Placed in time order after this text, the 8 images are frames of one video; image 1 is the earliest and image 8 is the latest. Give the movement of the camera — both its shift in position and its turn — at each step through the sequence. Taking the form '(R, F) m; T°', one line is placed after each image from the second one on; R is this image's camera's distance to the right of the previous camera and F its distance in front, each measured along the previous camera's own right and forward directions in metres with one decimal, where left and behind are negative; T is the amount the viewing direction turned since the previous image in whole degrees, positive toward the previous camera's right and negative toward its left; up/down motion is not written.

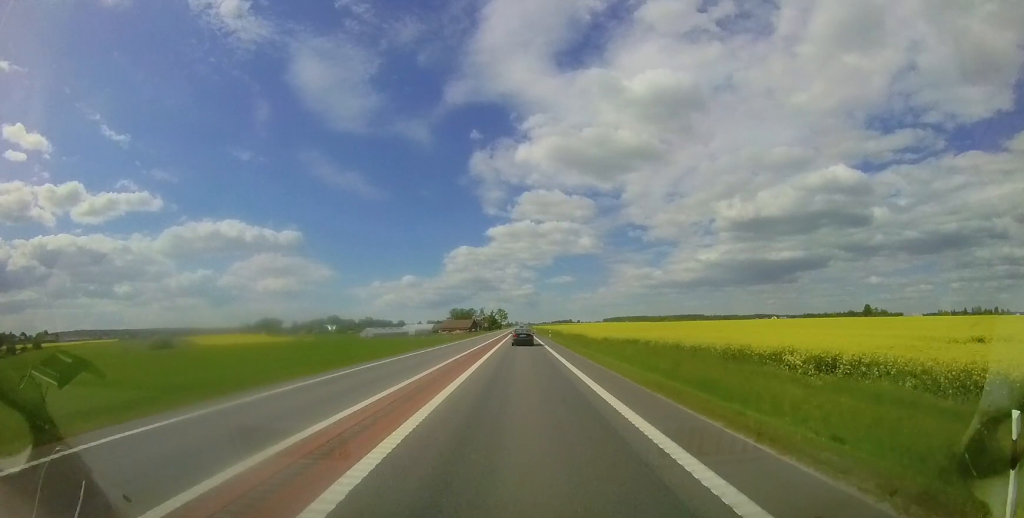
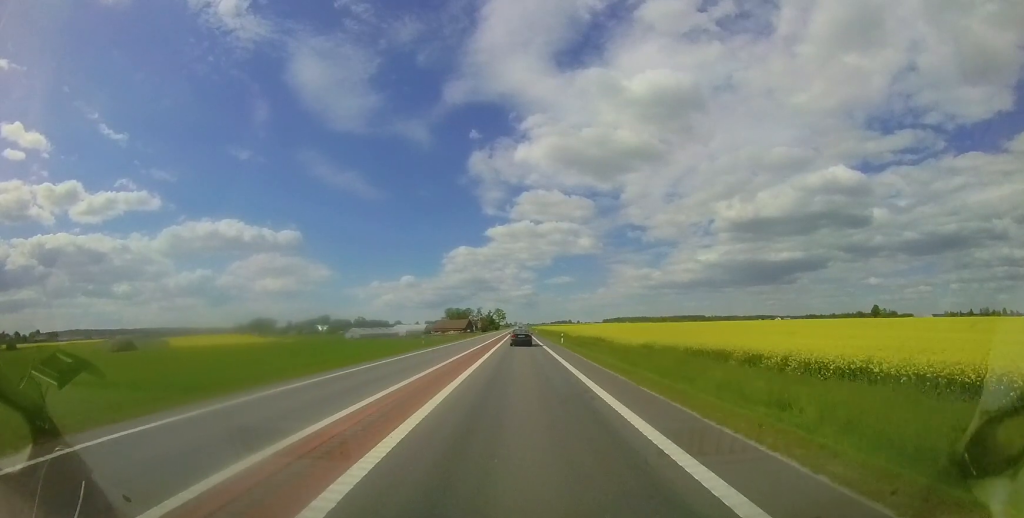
(0.0, +16.0) m; 0°
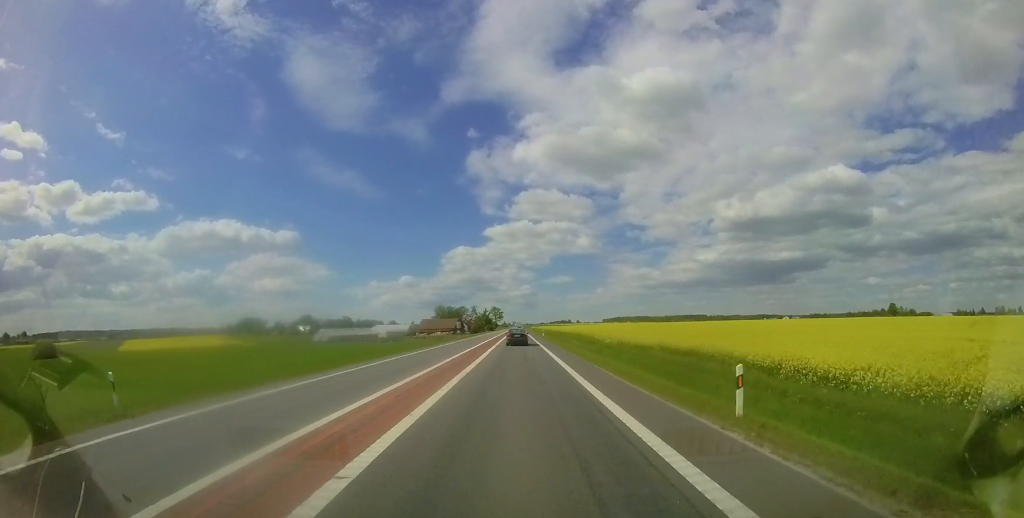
(0.0, +29.0) m; +1°
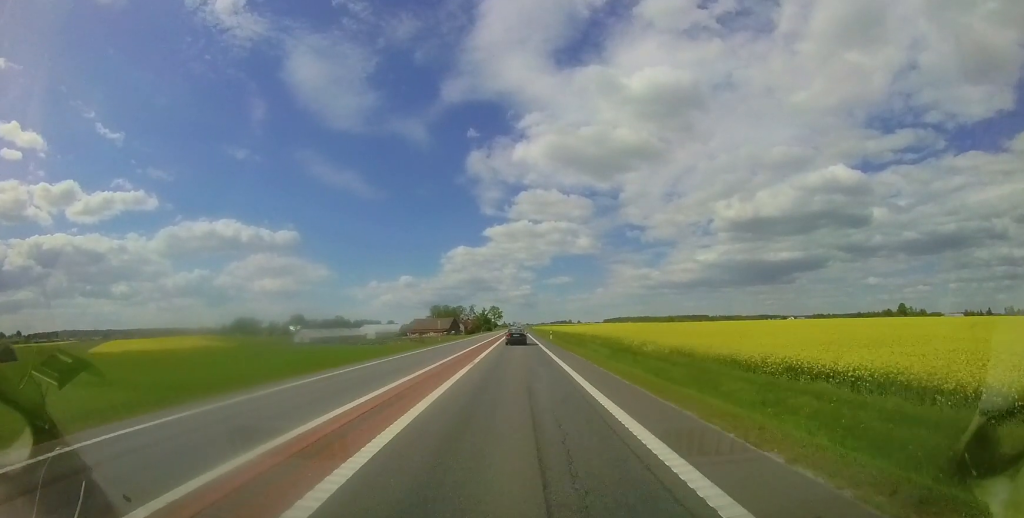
(+0.1, +14.0) m; 0°
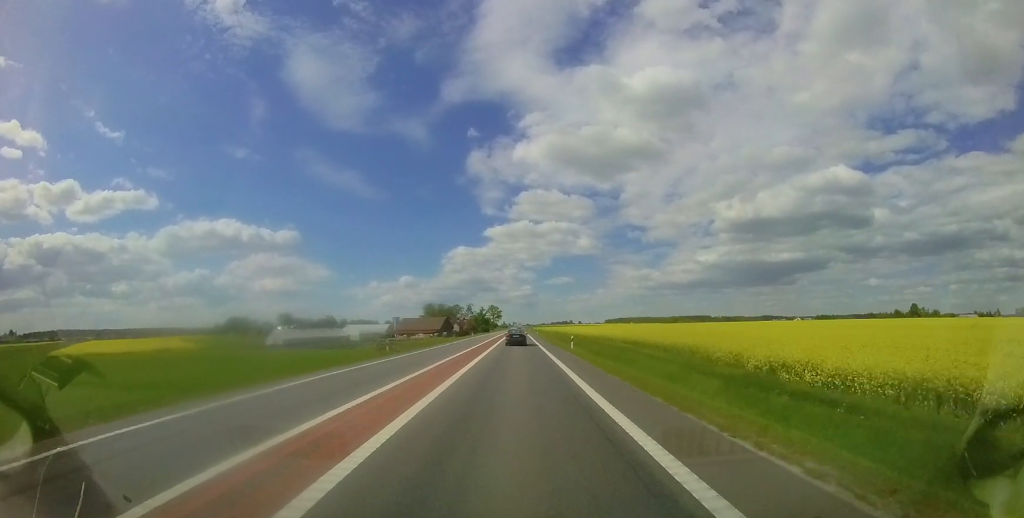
(+0.1, +18.1) m; 0°
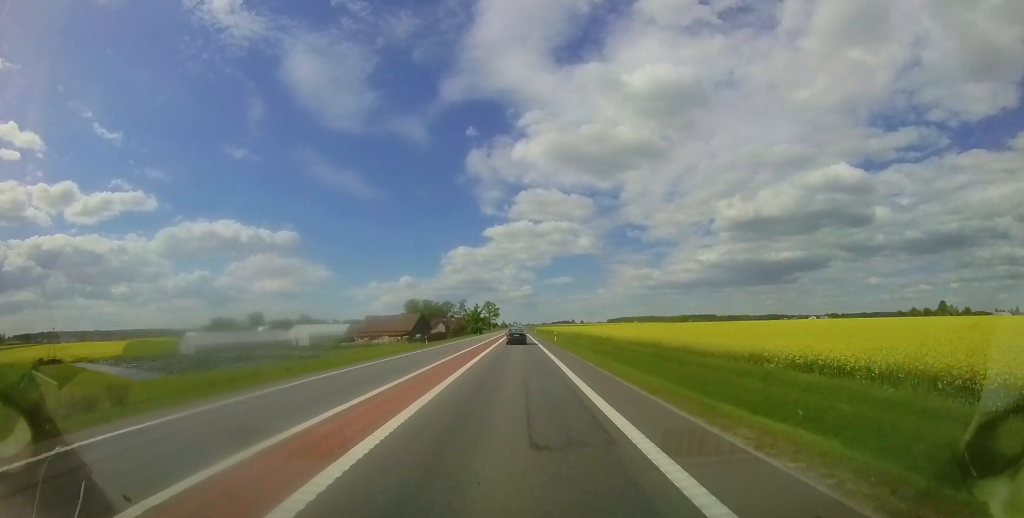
(-0.4, +38.2) m; -1°
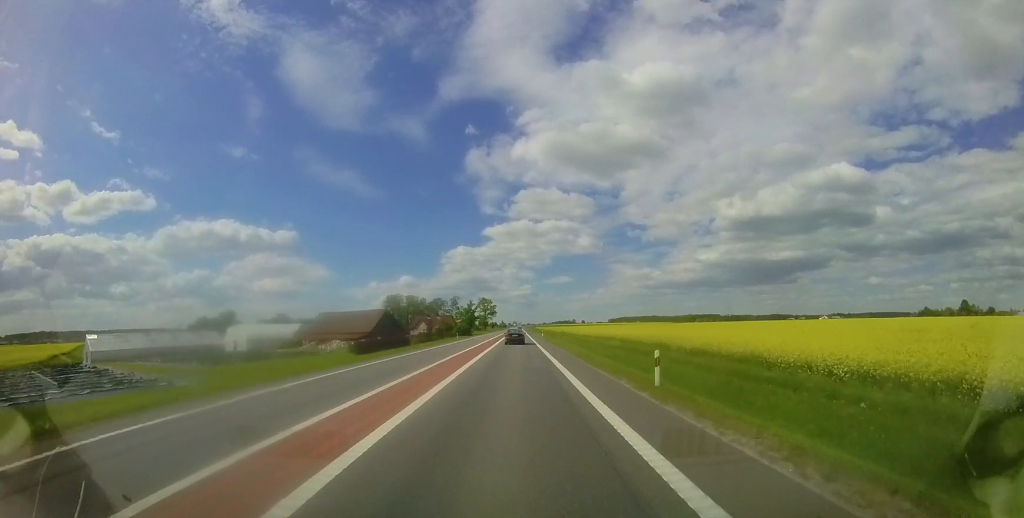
(-0.1, +28.9) m; 0°
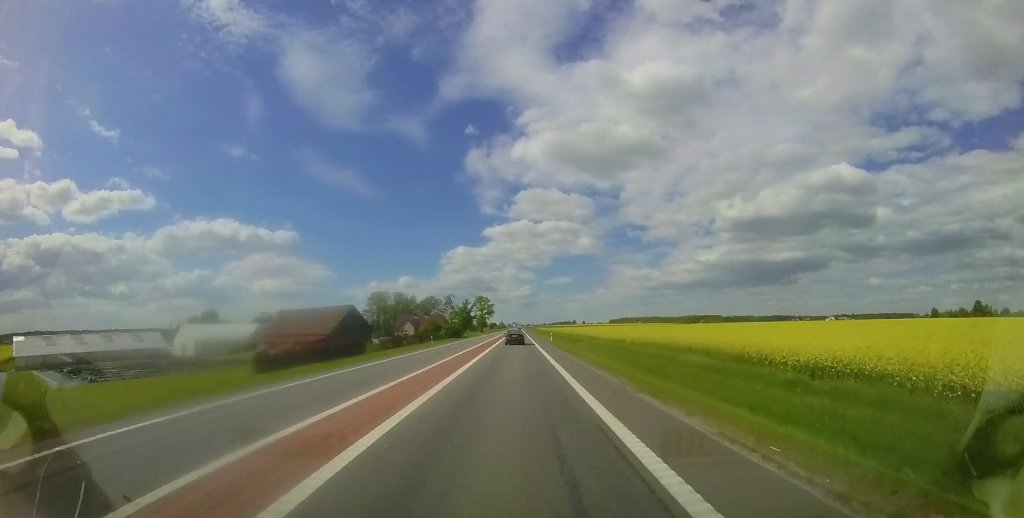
(0.0, +16.9) m; 0°
